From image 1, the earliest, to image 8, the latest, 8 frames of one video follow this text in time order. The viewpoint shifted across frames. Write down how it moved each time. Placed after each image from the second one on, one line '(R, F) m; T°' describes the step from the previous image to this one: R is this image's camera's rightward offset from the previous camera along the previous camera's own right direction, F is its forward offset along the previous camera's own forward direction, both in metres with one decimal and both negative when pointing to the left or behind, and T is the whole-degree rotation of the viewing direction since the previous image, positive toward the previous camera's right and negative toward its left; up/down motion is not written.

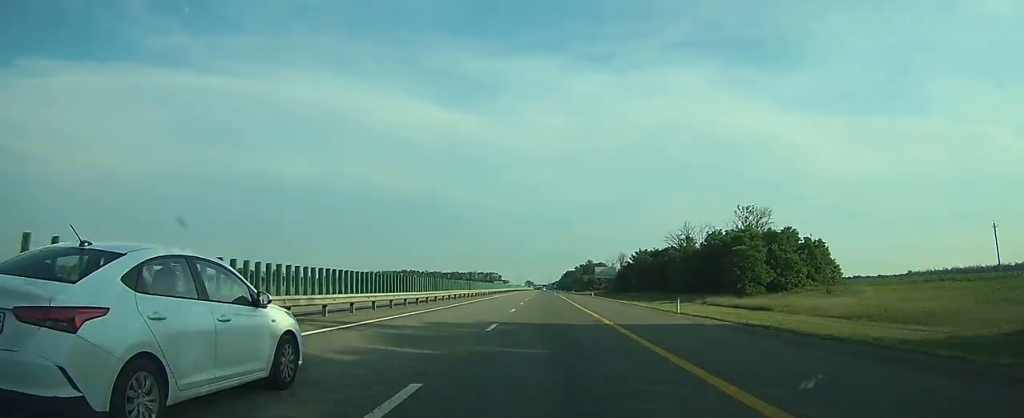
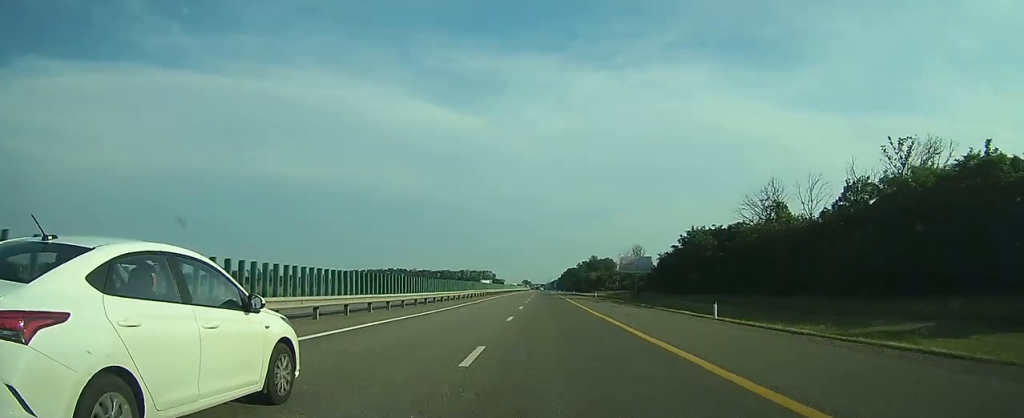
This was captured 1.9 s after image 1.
(0.0, +66.8) m; 0°
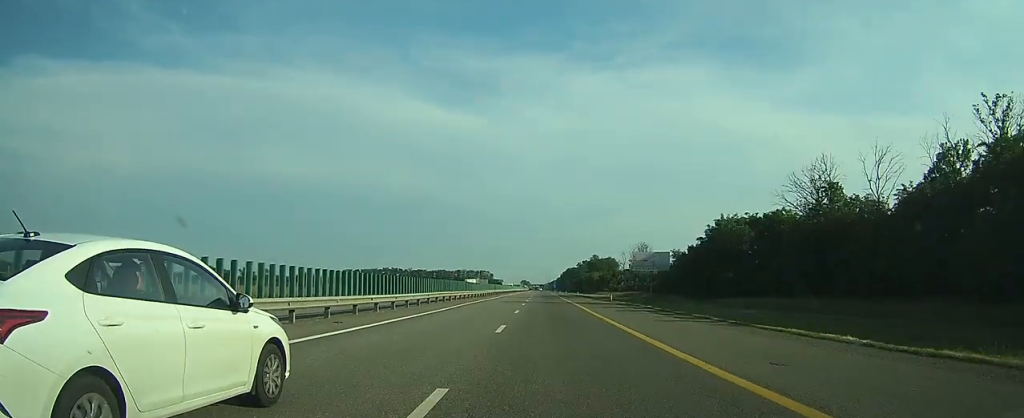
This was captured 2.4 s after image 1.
(0.0, +19.5) m; 0°
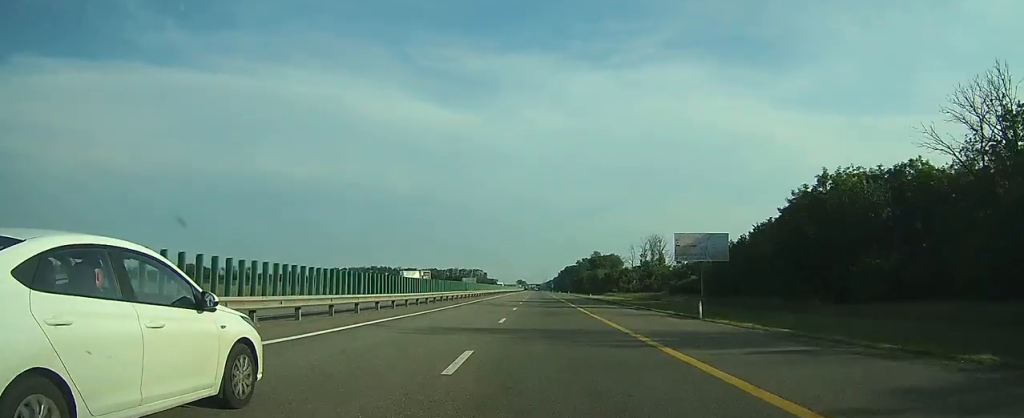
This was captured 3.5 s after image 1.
(0.0, +35.2) m; 0°
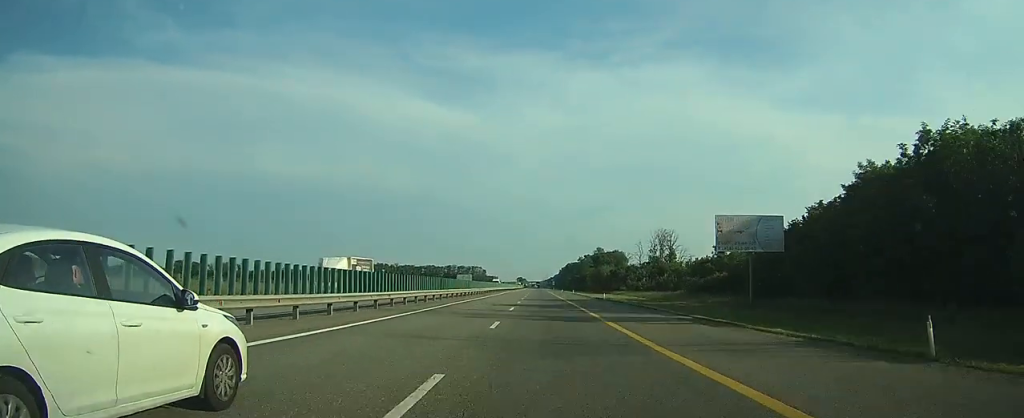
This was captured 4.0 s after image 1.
(0.0, +16.0) m; 0°
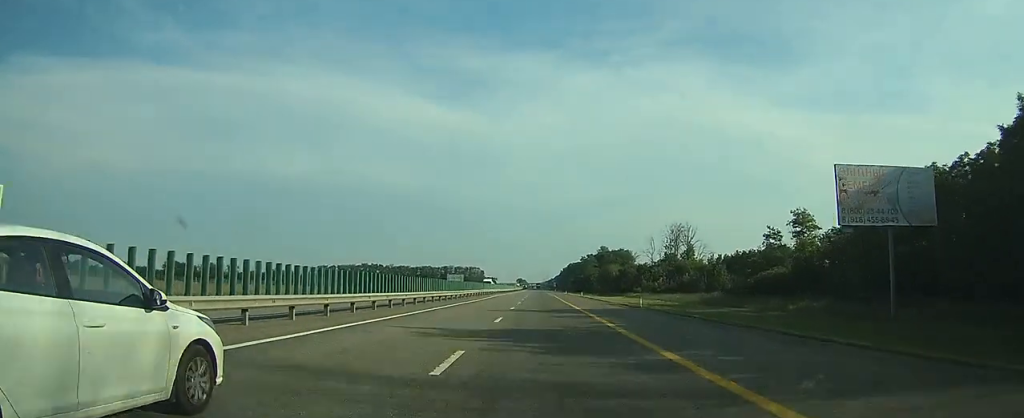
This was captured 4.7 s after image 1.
(0.0, +21.5) m; 0°
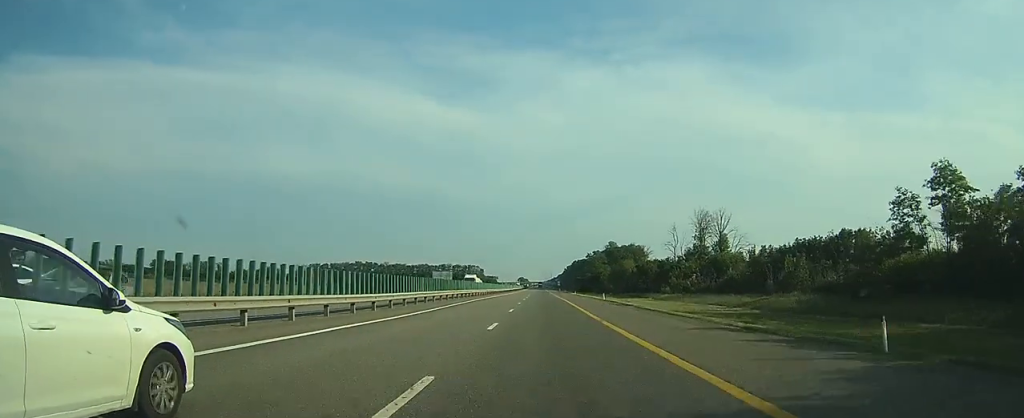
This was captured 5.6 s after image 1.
(0.0, +27.3) m; 0°
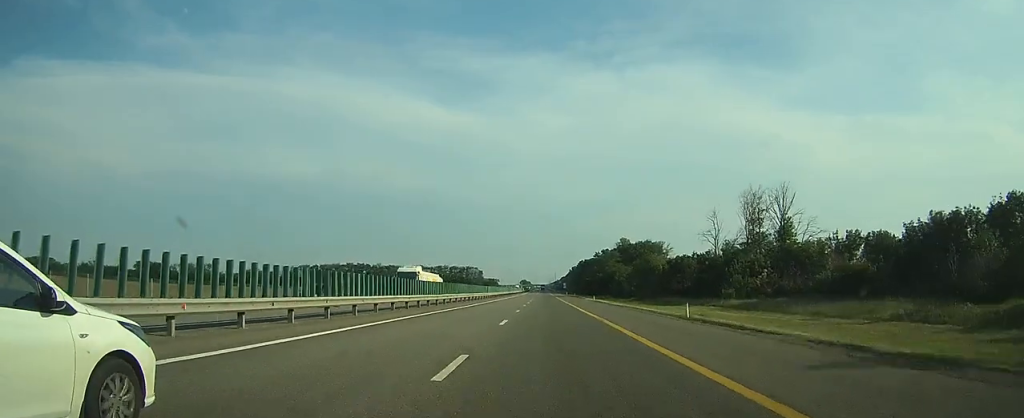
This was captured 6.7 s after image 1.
(0.0, +33.1) m; 0°
